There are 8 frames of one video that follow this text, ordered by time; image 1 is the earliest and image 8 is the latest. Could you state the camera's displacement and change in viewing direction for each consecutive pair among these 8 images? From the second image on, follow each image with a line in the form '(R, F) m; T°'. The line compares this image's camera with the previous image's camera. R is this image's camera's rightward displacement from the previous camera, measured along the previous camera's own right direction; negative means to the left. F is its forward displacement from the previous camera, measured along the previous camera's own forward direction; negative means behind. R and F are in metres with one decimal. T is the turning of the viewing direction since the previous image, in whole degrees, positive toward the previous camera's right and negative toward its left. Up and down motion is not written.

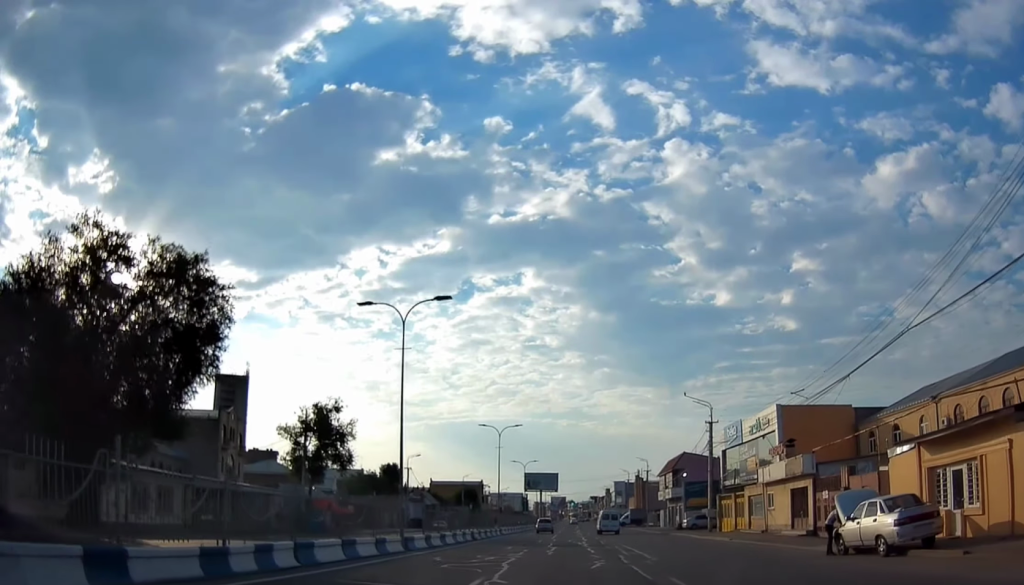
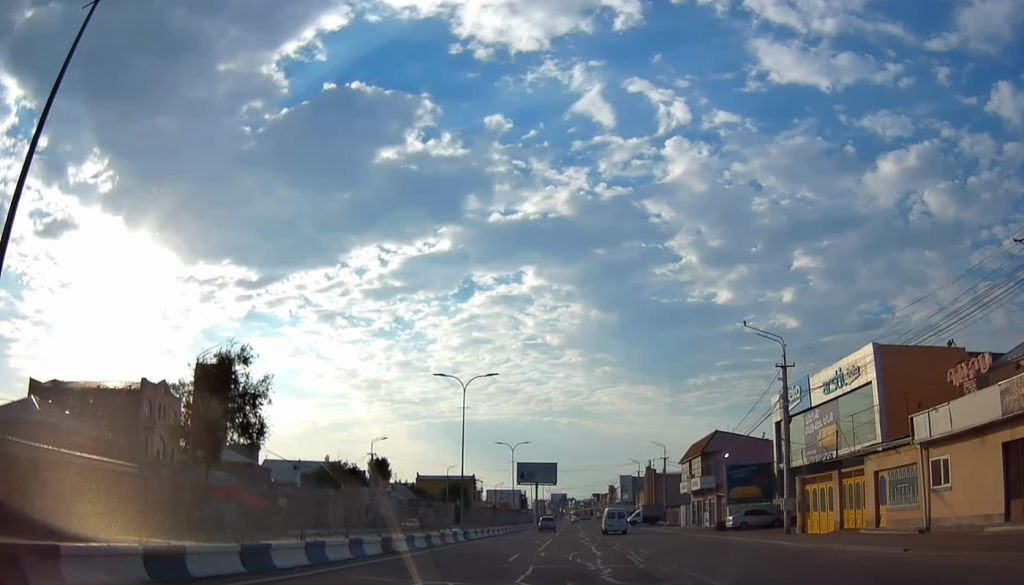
(-0.2, +19.1) m; 0°
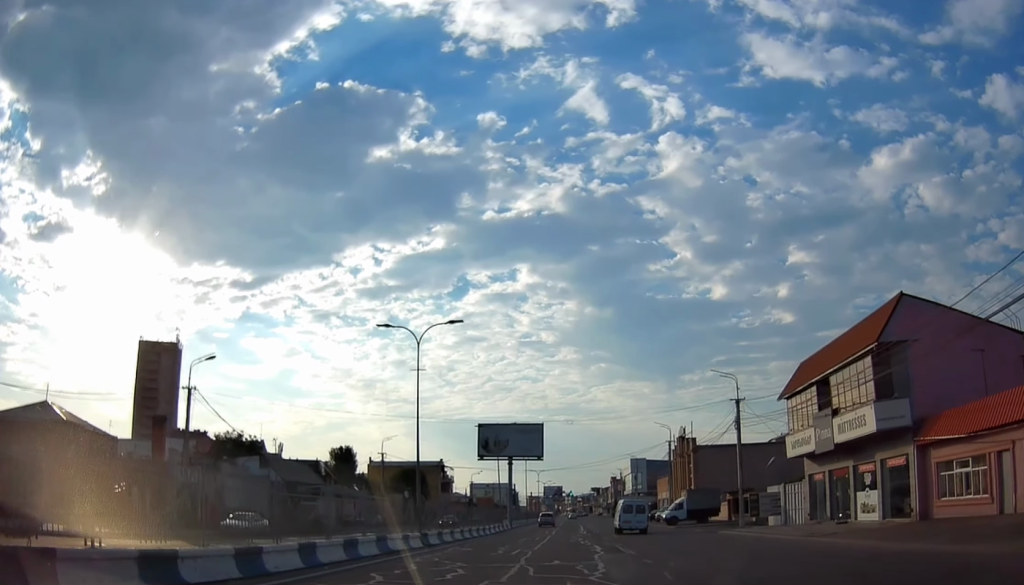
(+0.2, +41.3) m; 0°
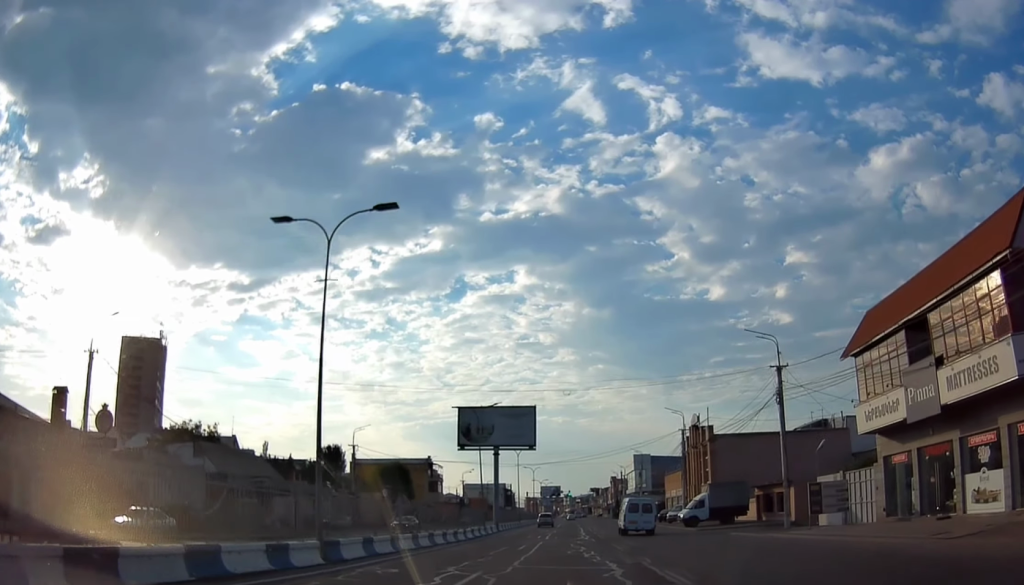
(0.0, +10.4) m; +1°
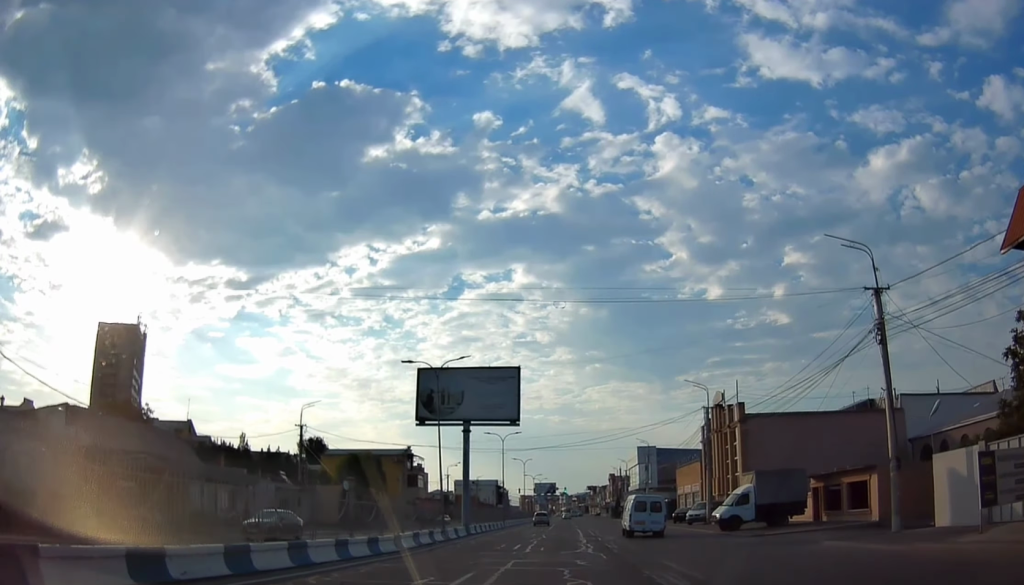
(+0.1, +13.6) m; +1°
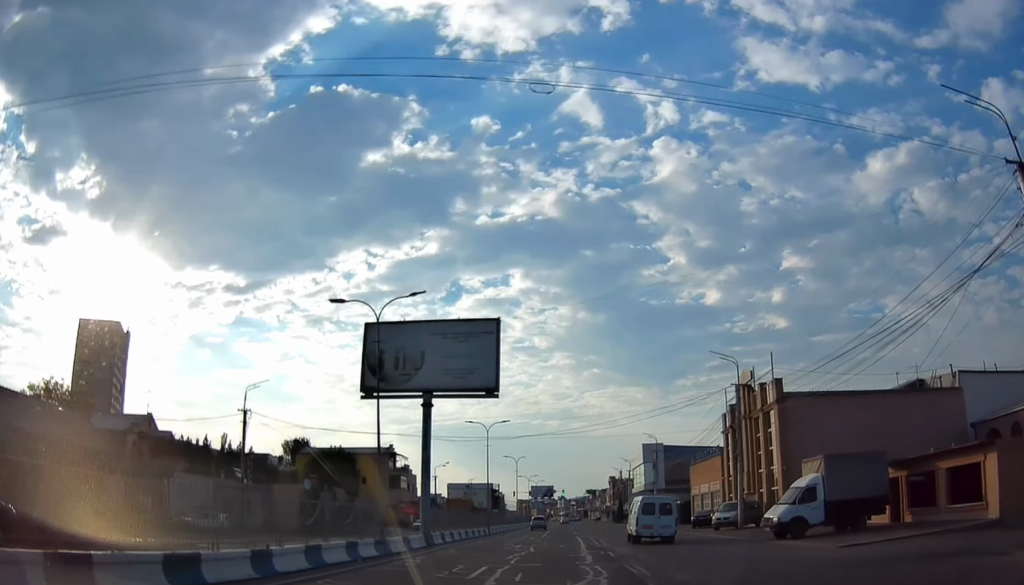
(+0.1, +10.5) m; 0°
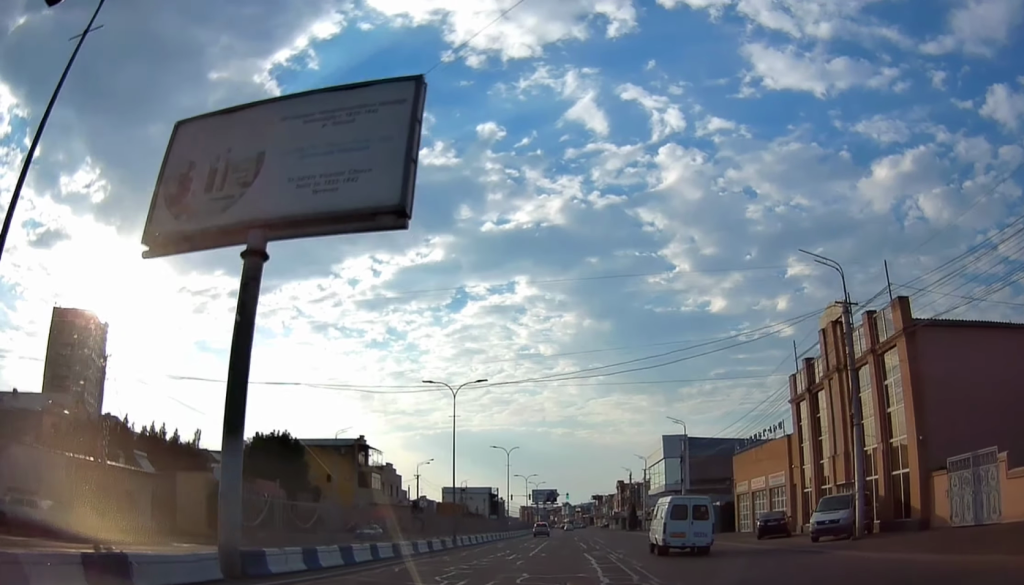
(-0.1, +17.7) m; 0°
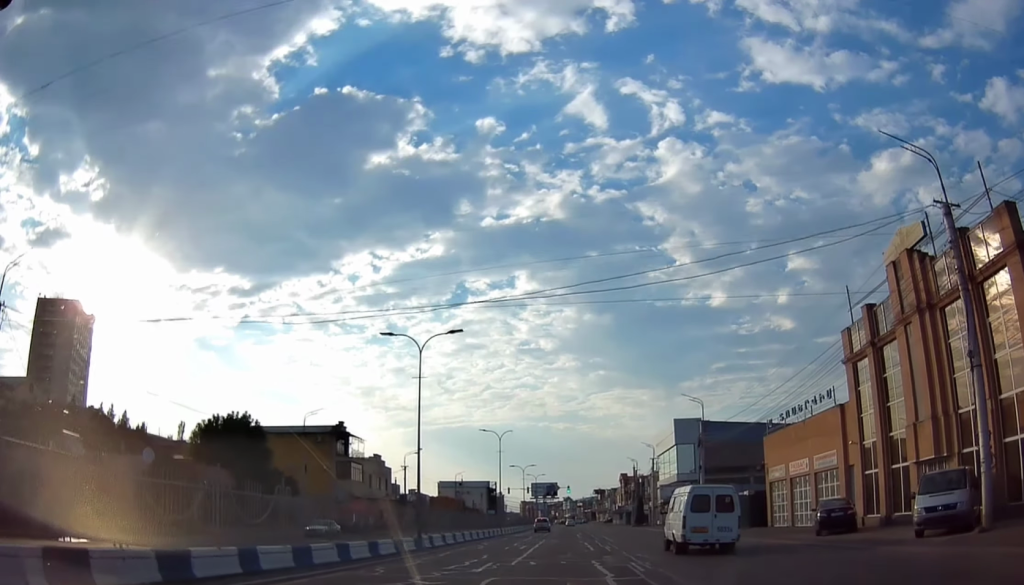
(0.0, +8.4) m; 0°
